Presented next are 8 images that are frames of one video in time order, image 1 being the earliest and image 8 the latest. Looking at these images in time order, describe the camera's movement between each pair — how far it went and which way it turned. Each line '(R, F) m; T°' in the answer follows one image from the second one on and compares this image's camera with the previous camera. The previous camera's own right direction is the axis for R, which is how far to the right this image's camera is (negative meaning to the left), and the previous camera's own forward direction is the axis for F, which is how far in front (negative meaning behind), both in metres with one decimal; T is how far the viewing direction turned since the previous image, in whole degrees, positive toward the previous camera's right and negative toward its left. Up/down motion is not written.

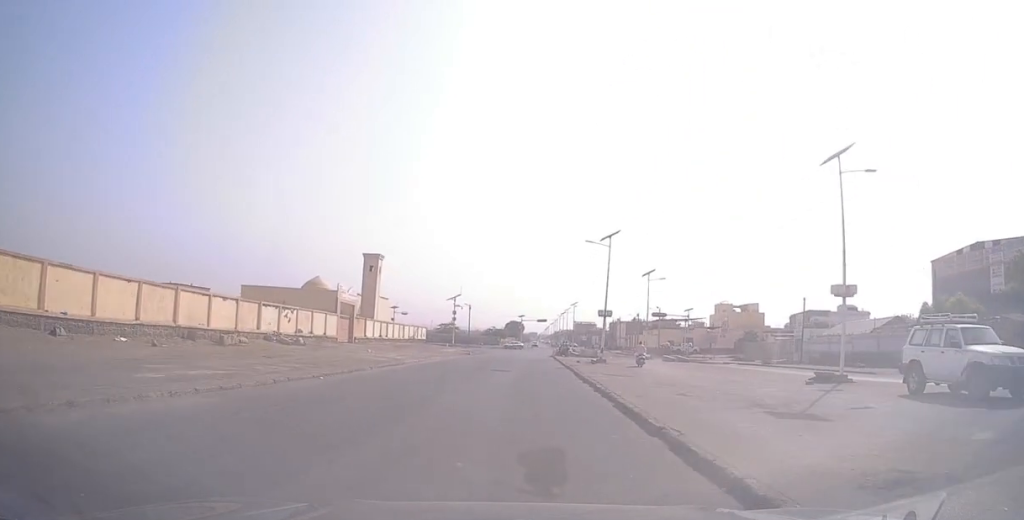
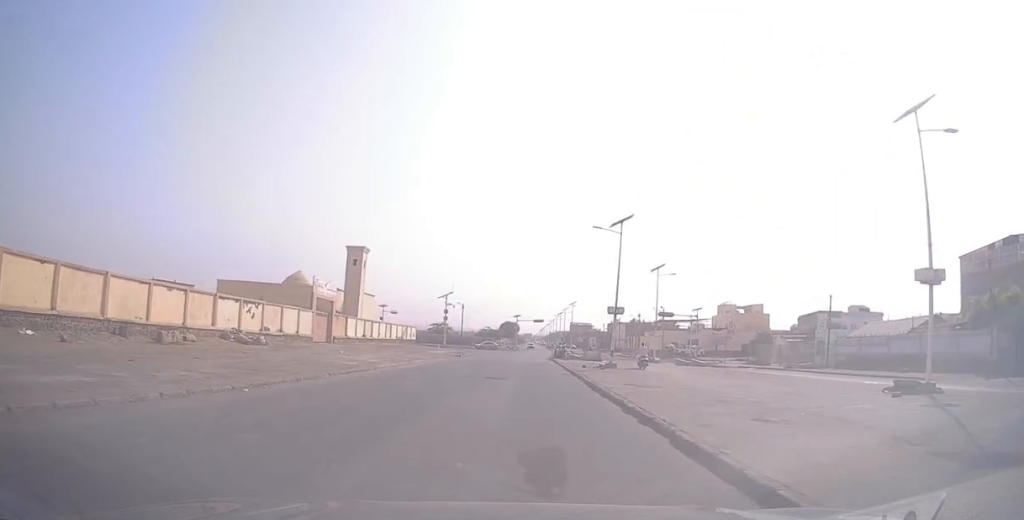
(+0.2, +6.2) m; -1°
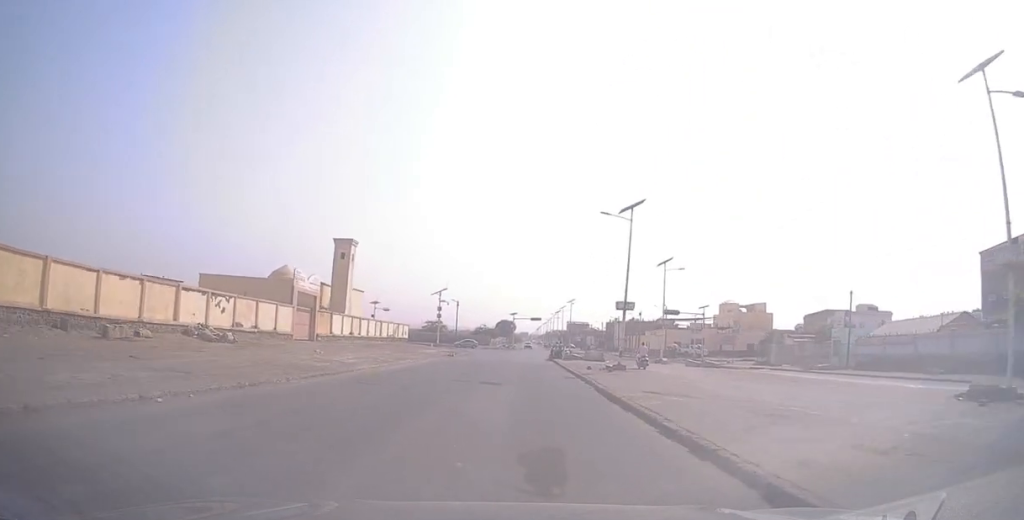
(0.0, +4.0) m; -1°
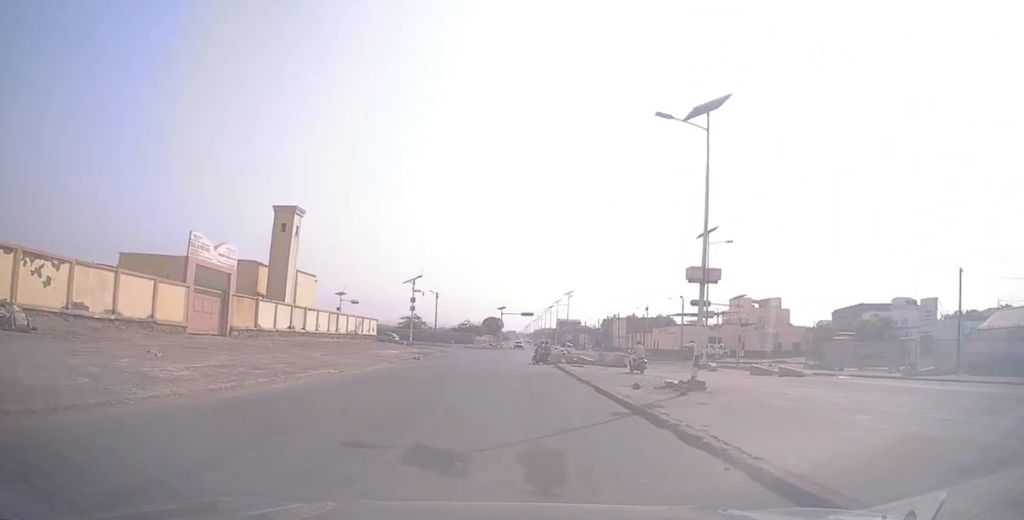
(-0.2, +14.8) m; +1°
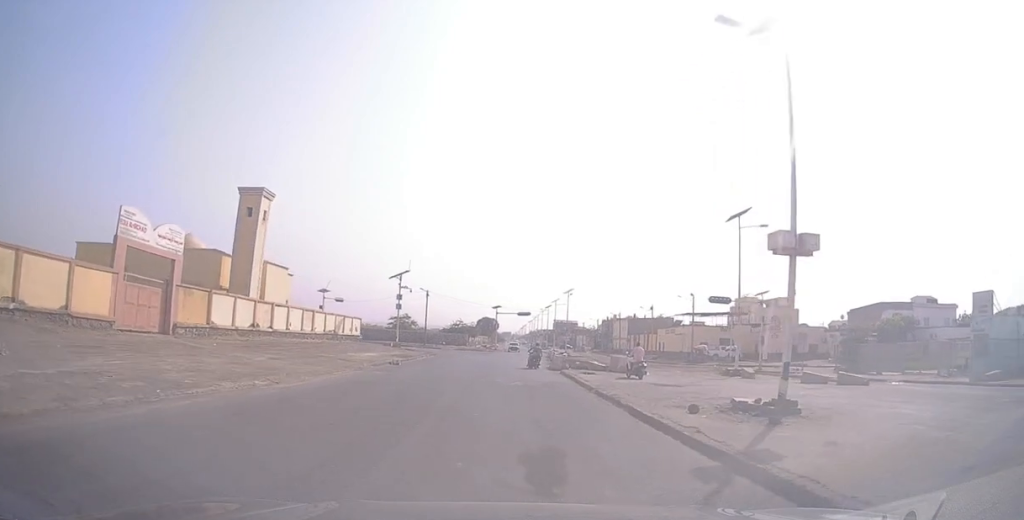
(+0.1, +6.3) m; +1°
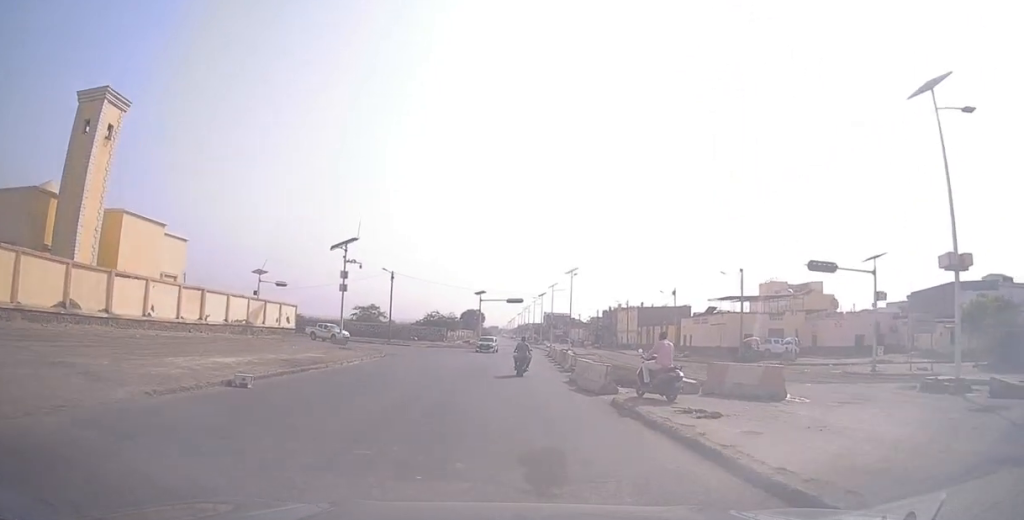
(+0.7, +18.3) m; +2°
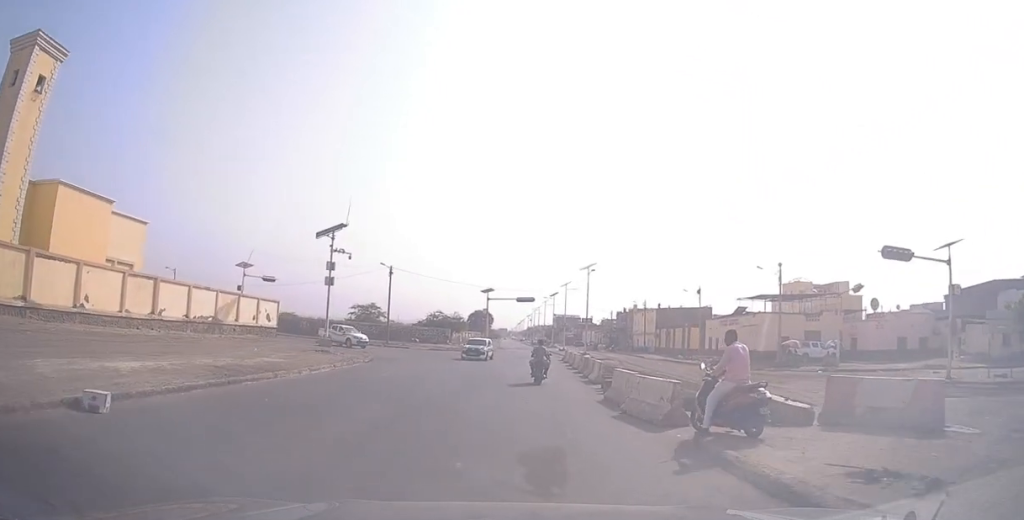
(-0.3, +6.5) m; -2°
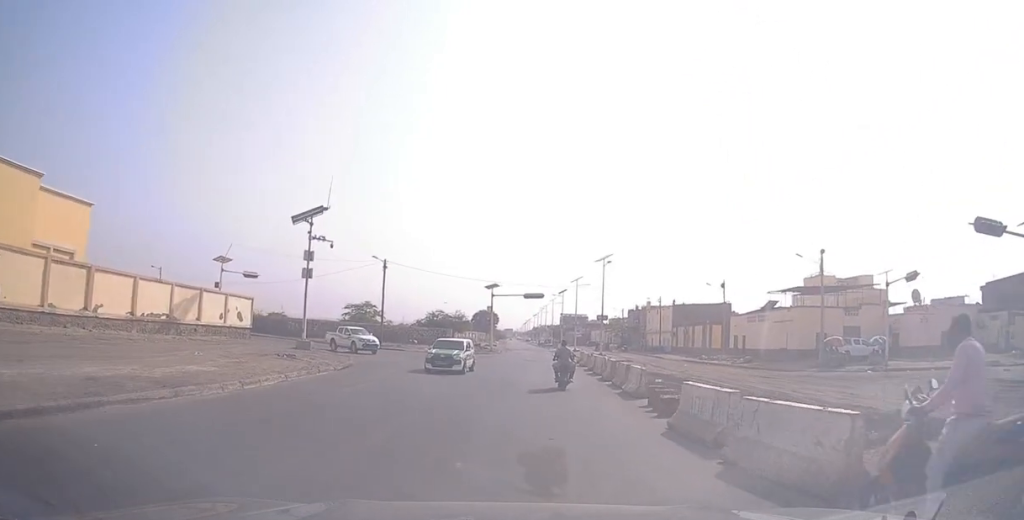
(+0.1, +6.0) m; +3°
